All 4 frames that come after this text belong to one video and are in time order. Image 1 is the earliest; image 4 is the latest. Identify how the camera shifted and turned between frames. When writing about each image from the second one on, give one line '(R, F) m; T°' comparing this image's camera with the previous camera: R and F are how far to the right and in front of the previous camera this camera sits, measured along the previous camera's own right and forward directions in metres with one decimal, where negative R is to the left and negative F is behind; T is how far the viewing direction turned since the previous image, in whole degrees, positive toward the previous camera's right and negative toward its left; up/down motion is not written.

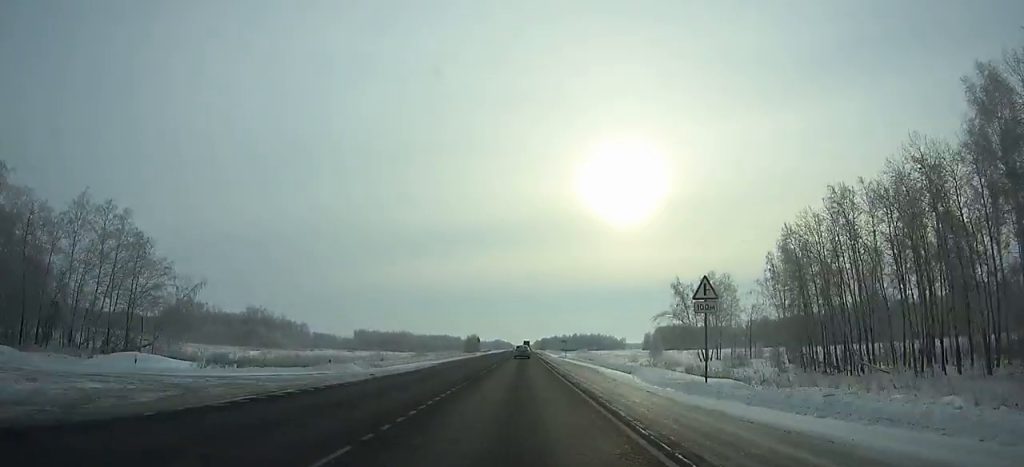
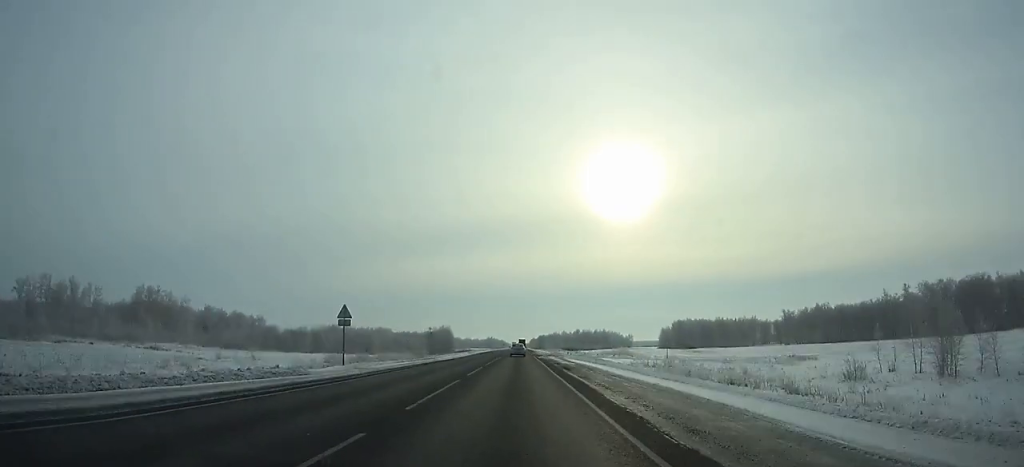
(+0.1, +84.1) m; 0°
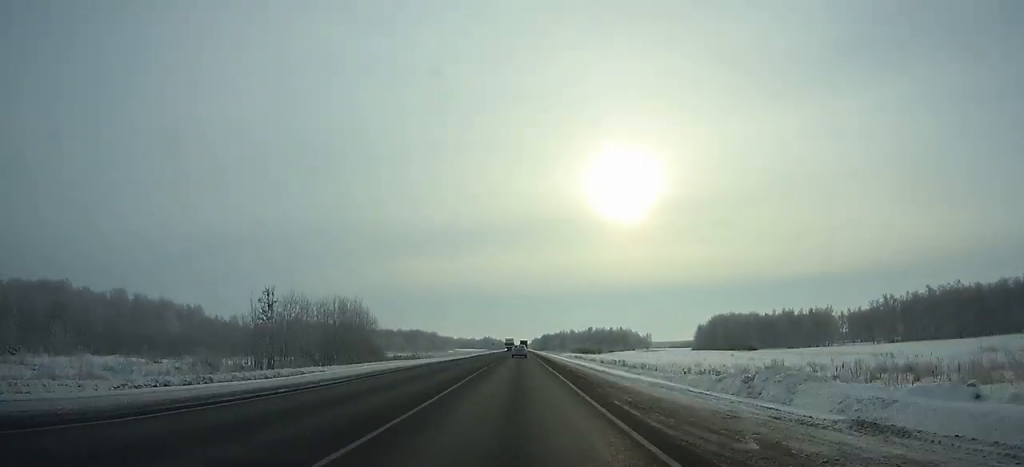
(0.0, +98.3) m; 0°
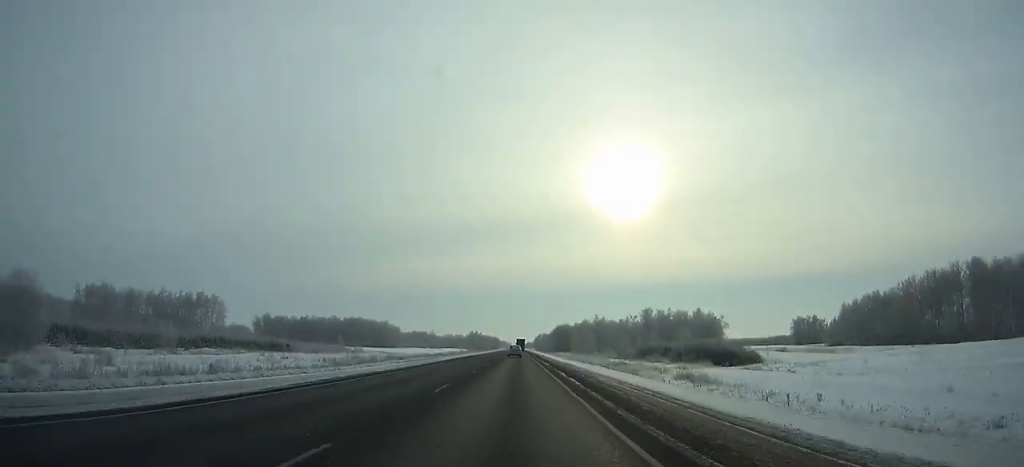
(-0.7, +222.3) m; 0°
